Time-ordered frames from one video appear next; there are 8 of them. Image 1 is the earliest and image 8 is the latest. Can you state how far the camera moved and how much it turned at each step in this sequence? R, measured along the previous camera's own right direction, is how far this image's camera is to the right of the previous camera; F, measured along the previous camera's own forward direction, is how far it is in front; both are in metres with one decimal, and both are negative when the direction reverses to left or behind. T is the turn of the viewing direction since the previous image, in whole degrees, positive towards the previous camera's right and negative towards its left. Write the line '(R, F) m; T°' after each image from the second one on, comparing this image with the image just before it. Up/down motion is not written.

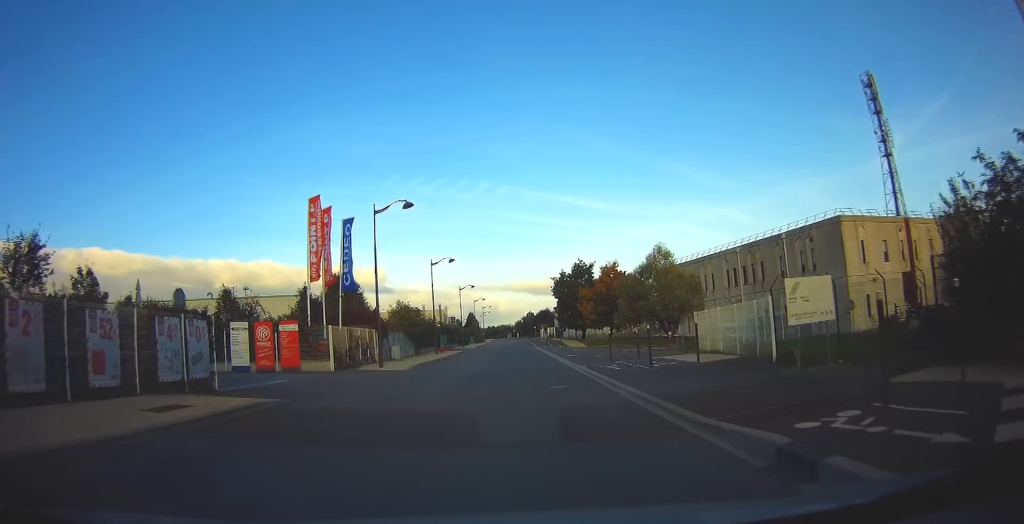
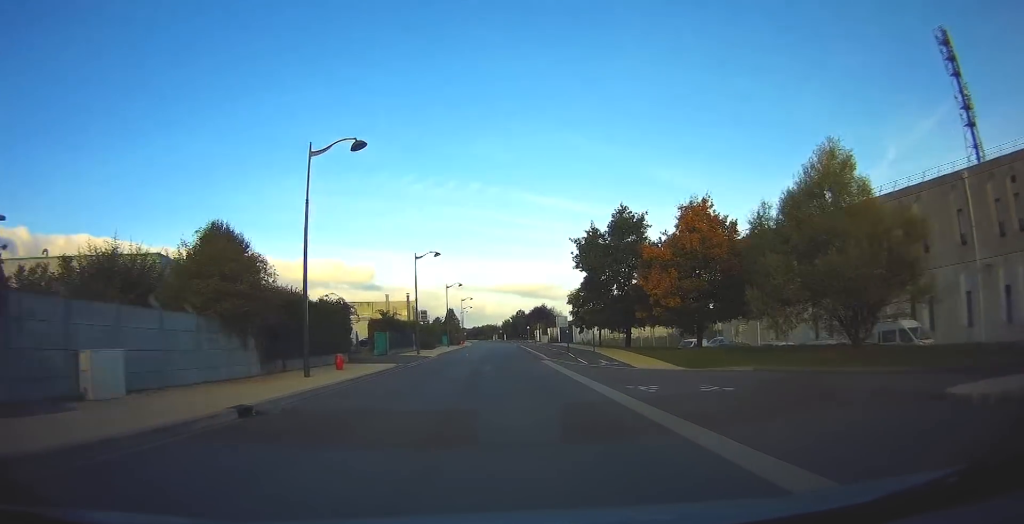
(+0.9, +30.4) m; +1°
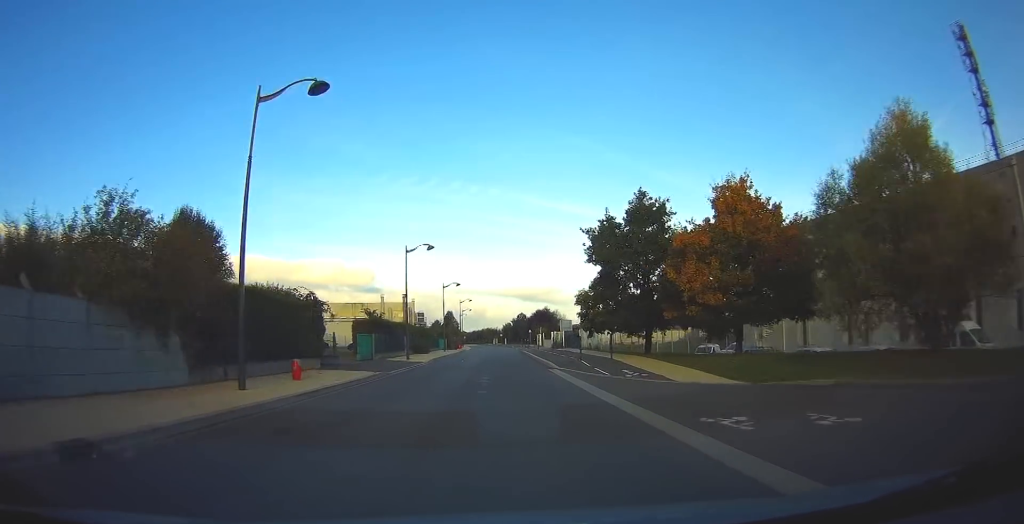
(0.0, +5.1) m; 0°
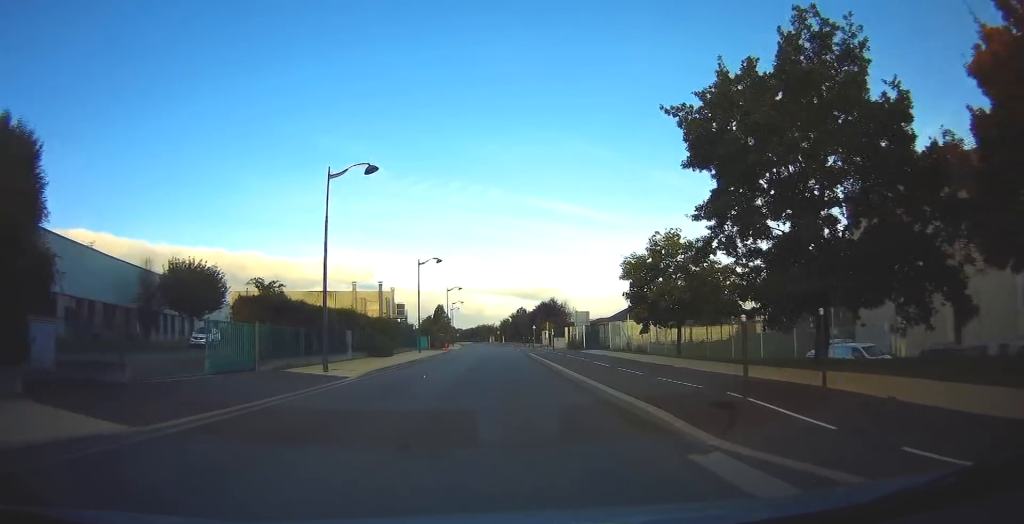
(+0.1, +18.7) m; +1°
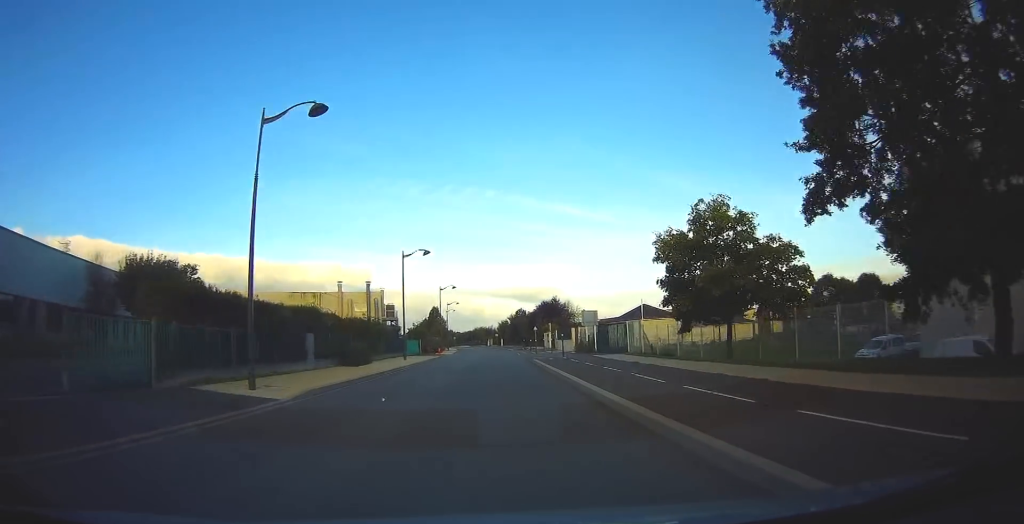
(0.0, +6.8) m; 0°
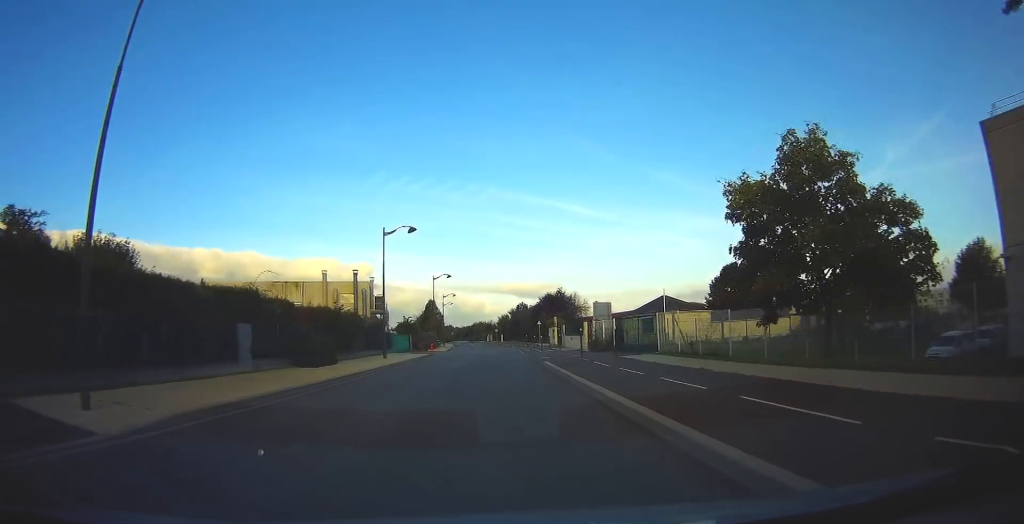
(0.0, +7.3) m; 0°
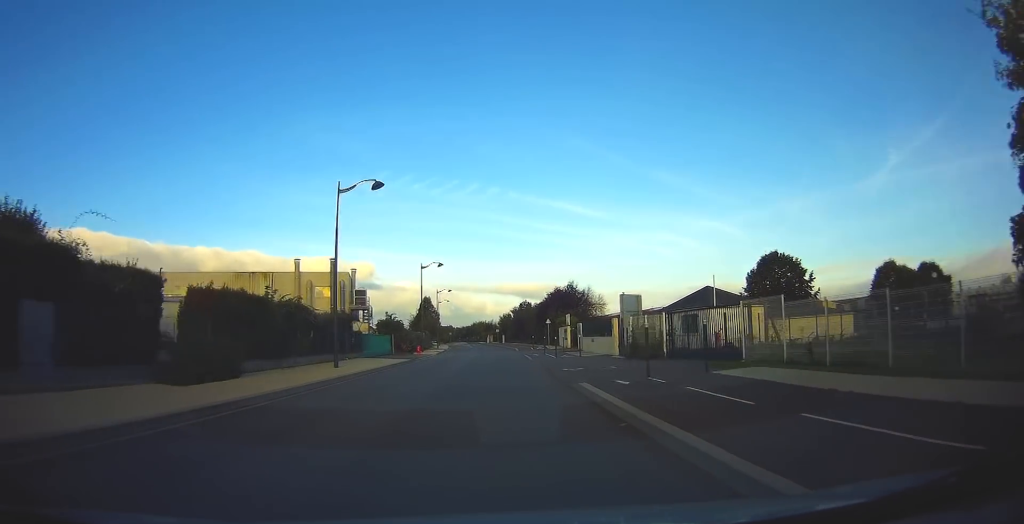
(0.0, +10.9) m; +1°
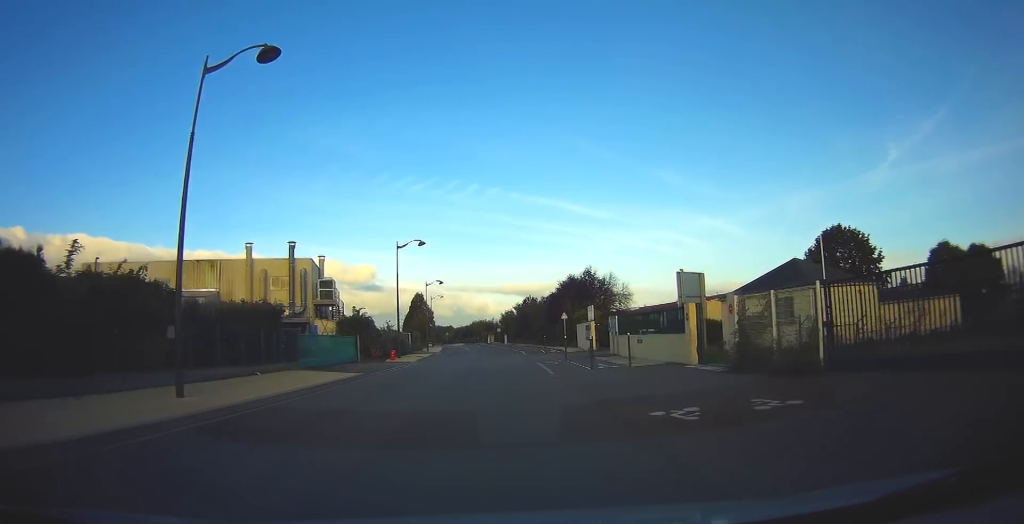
(+0.3, +13.1) m; -1°
